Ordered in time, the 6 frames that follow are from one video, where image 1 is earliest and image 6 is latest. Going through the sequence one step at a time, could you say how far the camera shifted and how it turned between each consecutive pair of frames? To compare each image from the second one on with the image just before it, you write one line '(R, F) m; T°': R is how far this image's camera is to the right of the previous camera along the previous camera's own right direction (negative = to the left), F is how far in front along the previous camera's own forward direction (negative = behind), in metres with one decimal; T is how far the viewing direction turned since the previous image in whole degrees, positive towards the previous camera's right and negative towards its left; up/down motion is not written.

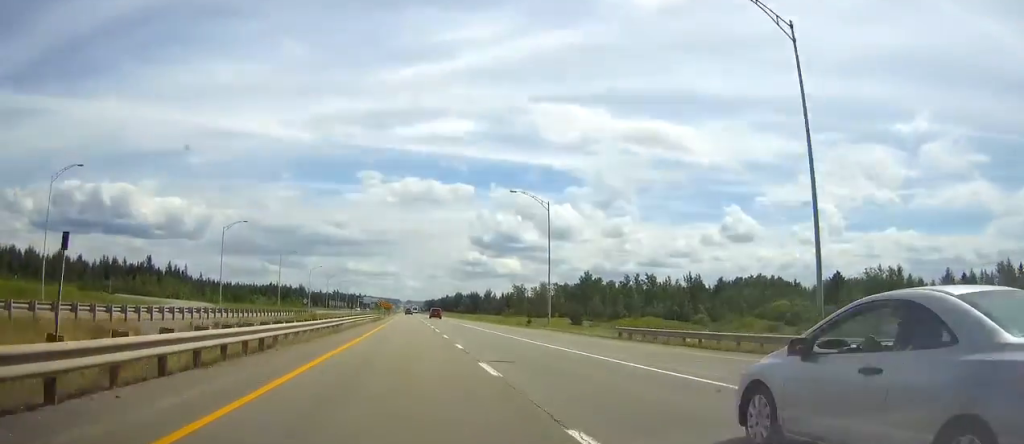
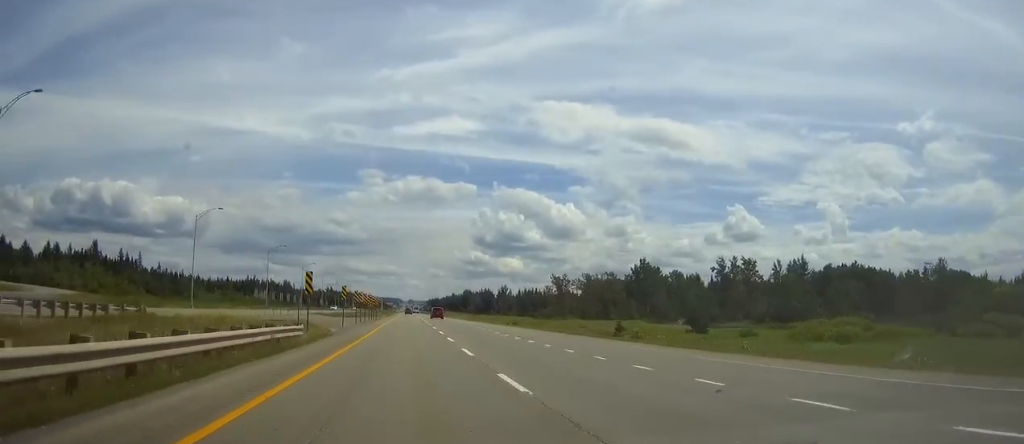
(+0.1, +63.9) m; 0°
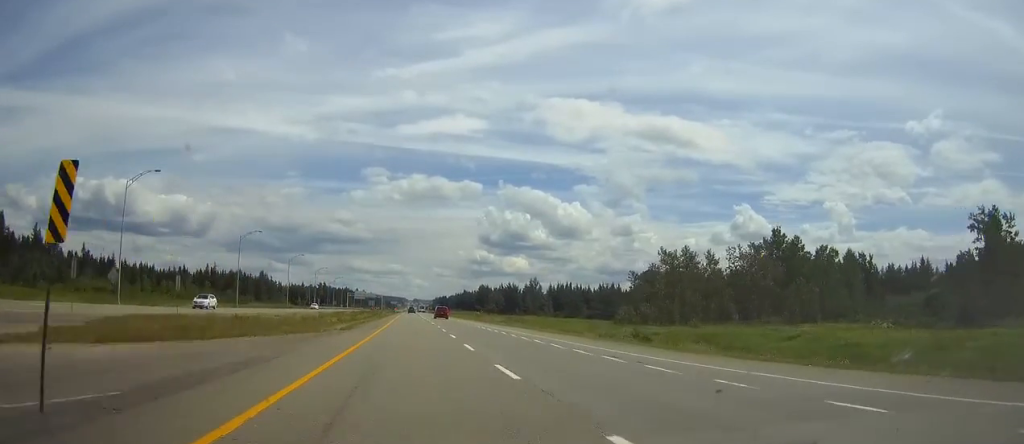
(0.0, +77.6) m; 0°
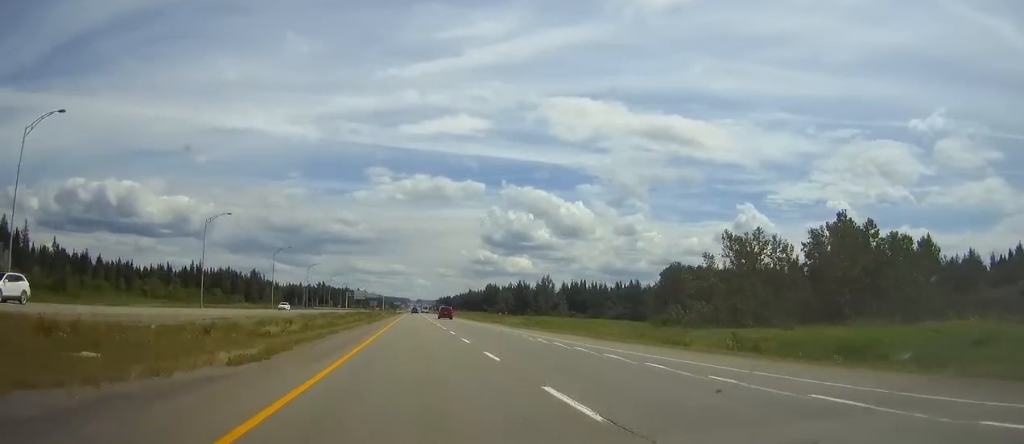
(0.0, +22.7) m; 0°
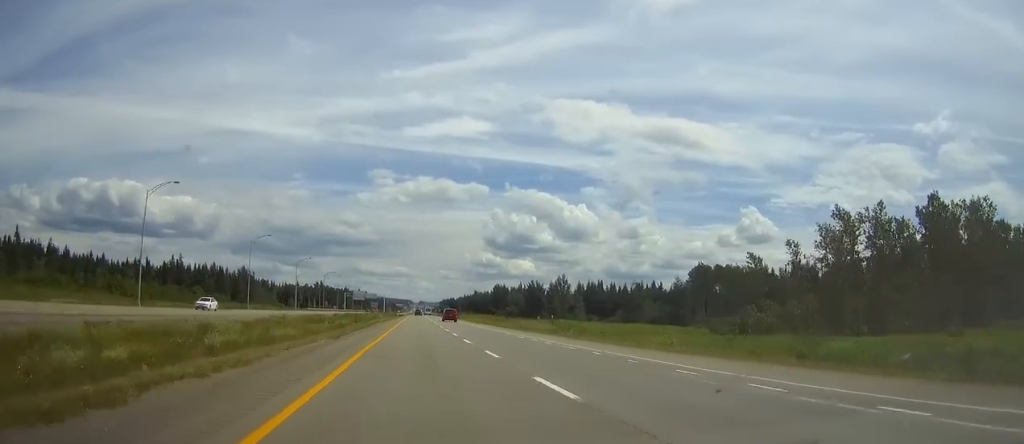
(0.0, +25.0) m; 0°
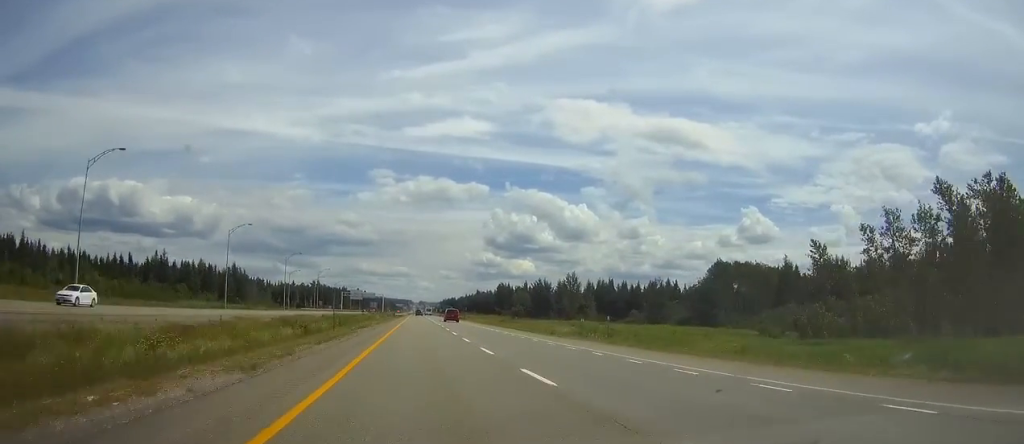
(0.0, +15.9) m; 0°
